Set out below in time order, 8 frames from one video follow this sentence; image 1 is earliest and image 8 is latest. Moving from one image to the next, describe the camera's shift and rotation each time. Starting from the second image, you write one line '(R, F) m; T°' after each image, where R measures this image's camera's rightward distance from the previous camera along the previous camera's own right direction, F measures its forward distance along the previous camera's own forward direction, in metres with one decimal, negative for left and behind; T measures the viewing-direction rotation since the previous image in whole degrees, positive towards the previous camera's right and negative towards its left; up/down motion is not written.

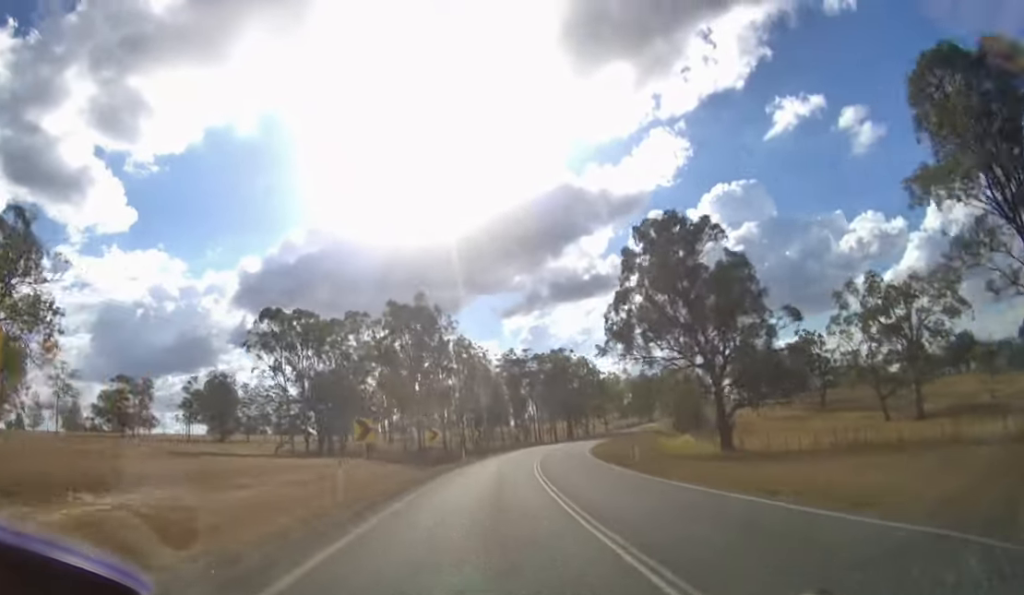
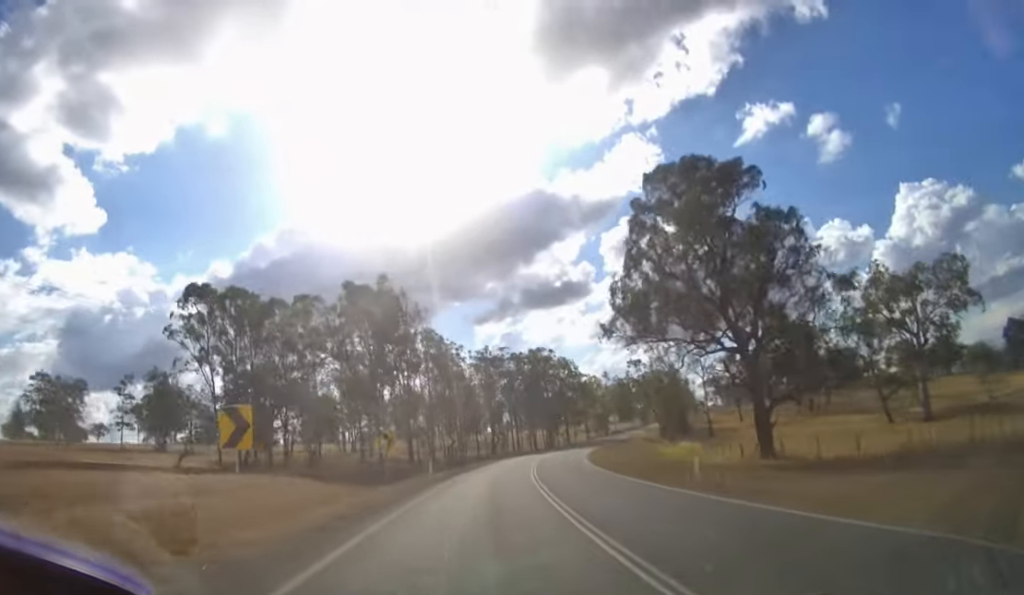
(+0.3, +9.7) m; +3°
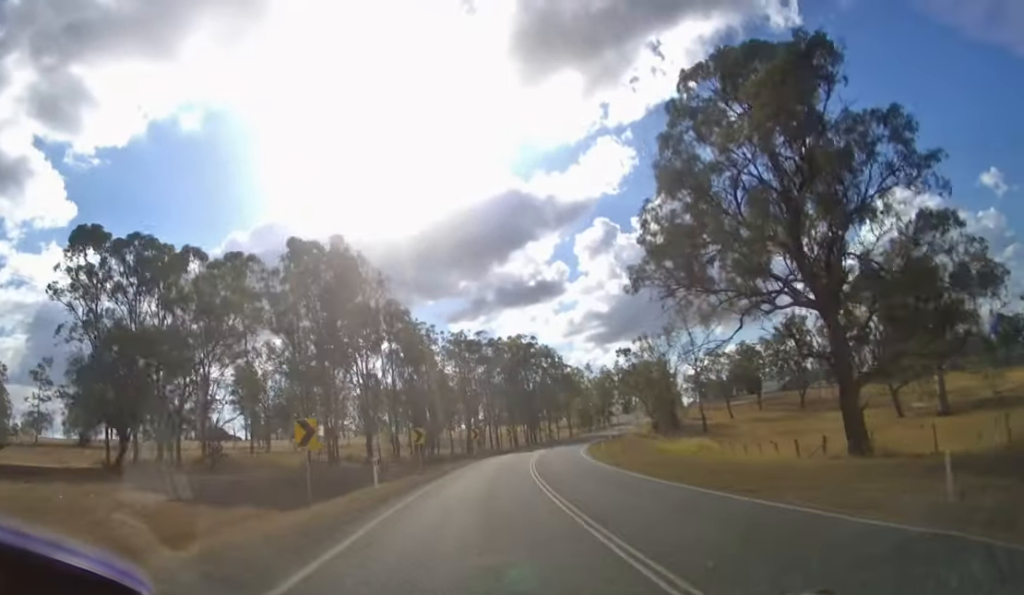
(+0.1, +9.8) m; +3°
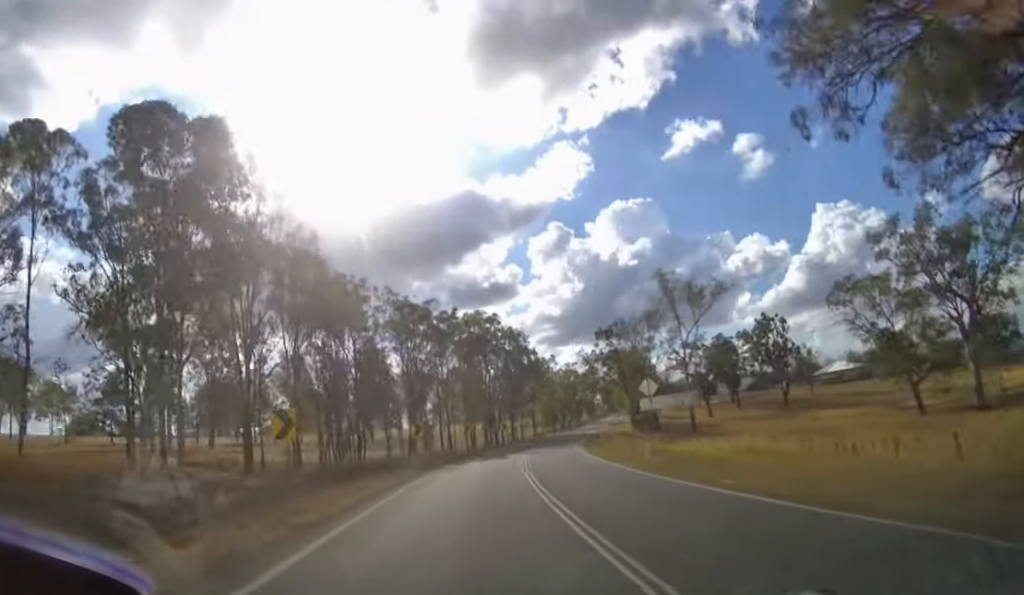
(+0.8, +17.6) m; +6°
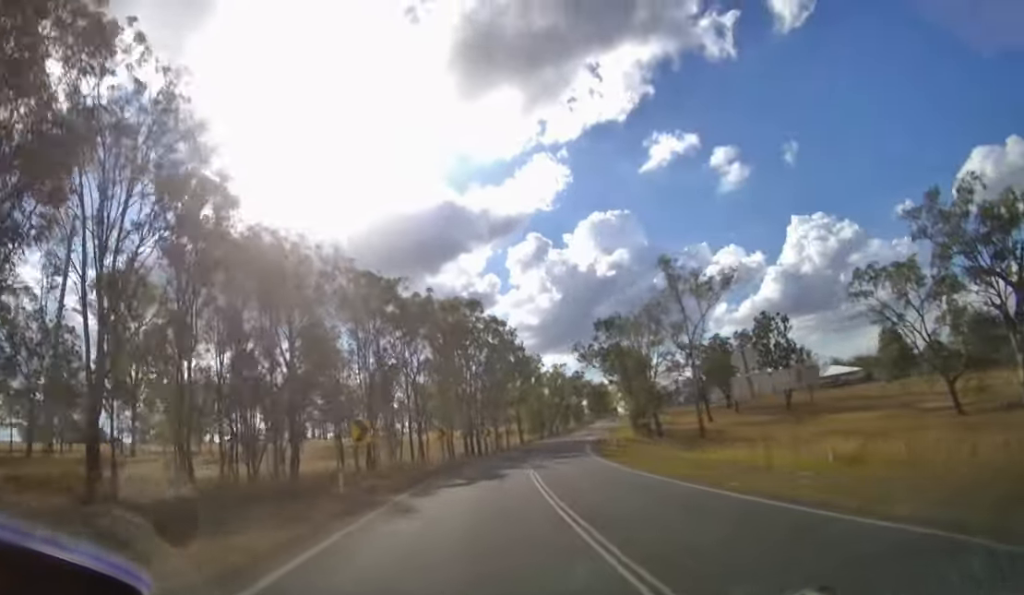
(+0.8, +12.5) m; +4°
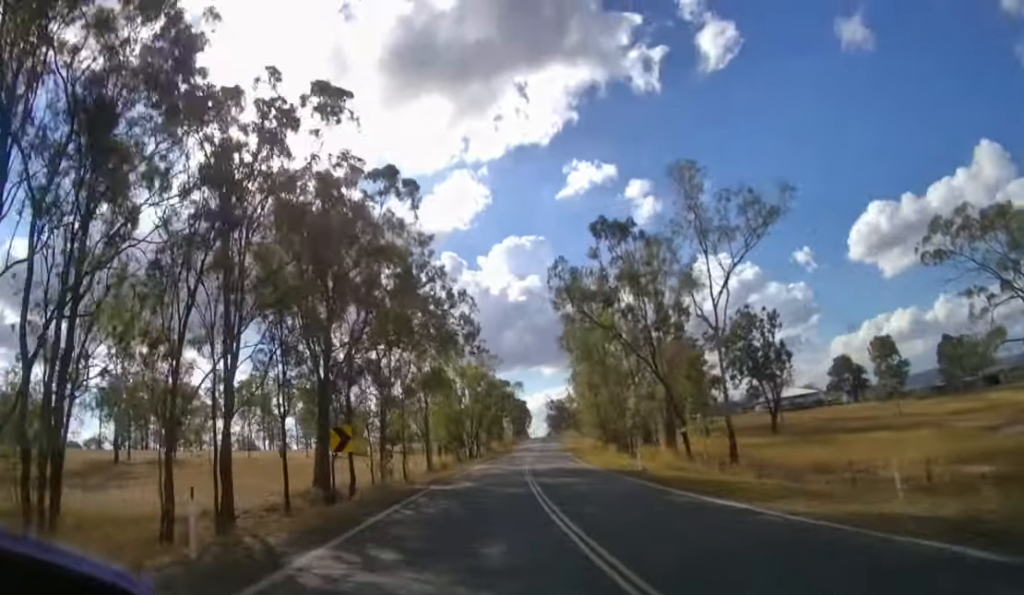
(+3.3, +38.1) m; +10°
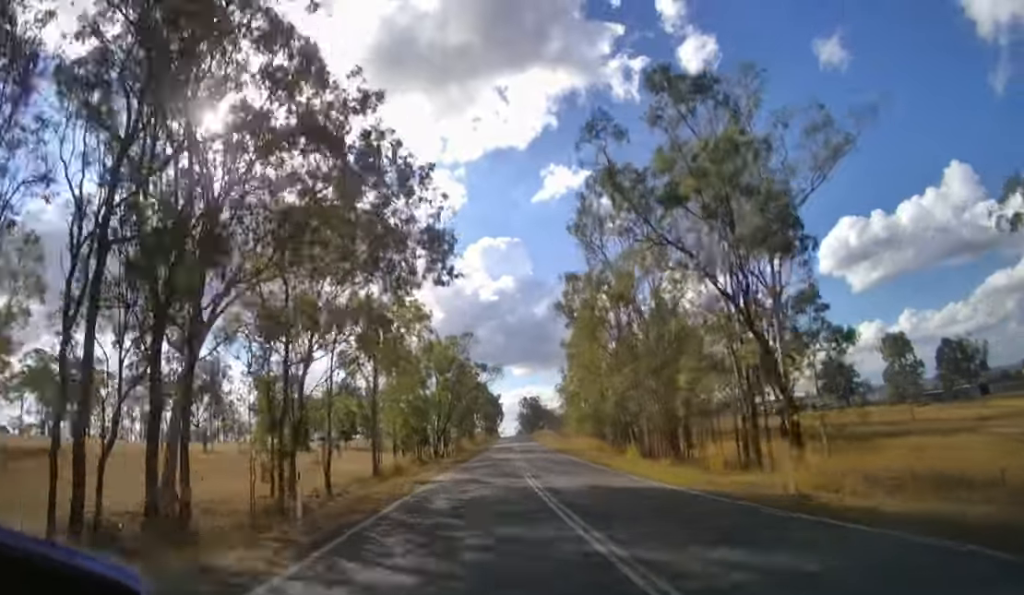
(+0.7, +15.1) m; +4°
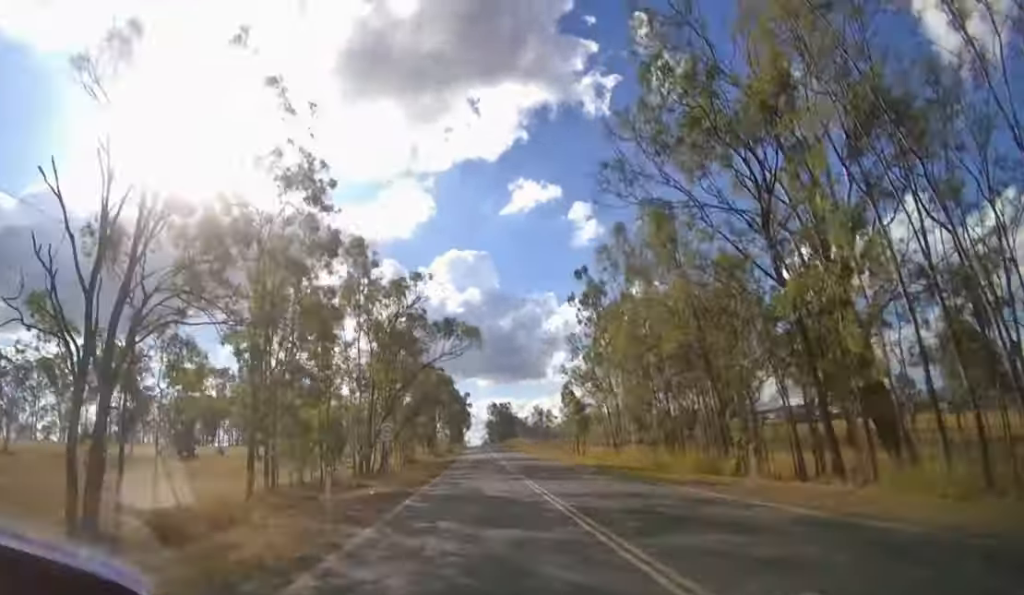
(+1.4, +25.4) m; +5°
